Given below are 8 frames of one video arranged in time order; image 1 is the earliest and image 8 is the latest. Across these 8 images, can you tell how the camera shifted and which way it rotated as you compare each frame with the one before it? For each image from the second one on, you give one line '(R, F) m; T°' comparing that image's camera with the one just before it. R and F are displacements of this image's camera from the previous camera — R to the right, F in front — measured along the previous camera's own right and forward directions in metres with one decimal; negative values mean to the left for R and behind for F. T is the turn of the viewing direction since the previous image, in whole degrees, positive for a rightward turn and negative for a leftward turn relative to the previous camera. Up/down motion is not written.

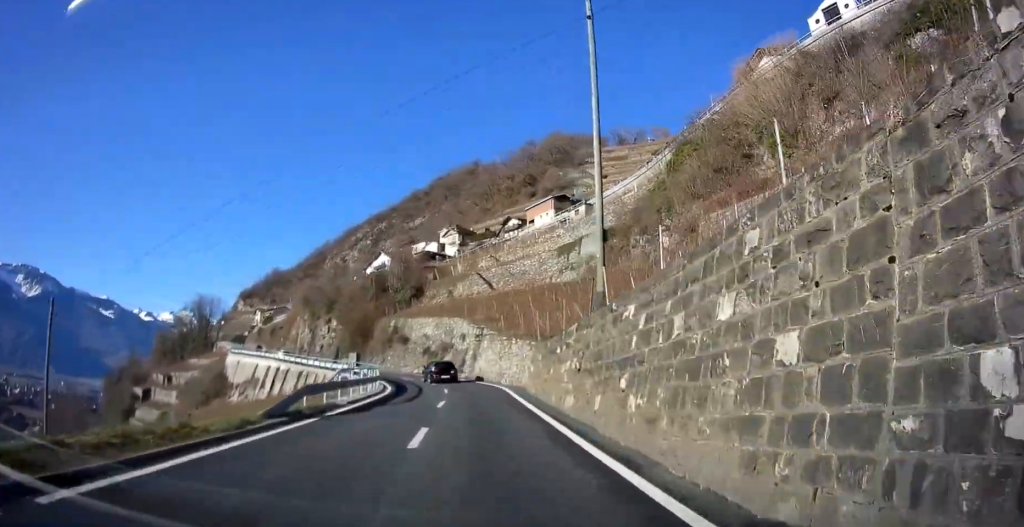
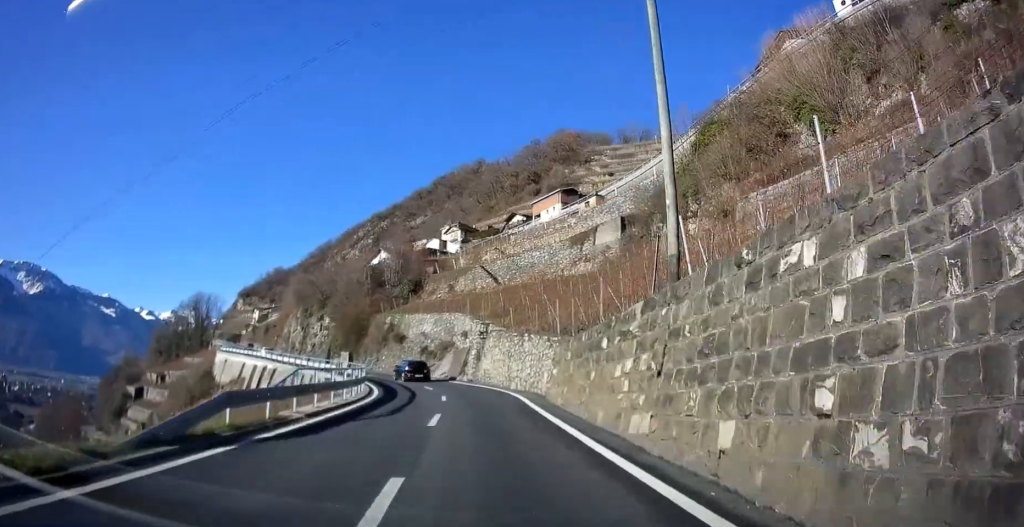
(0.0, +5.6) m; -1°
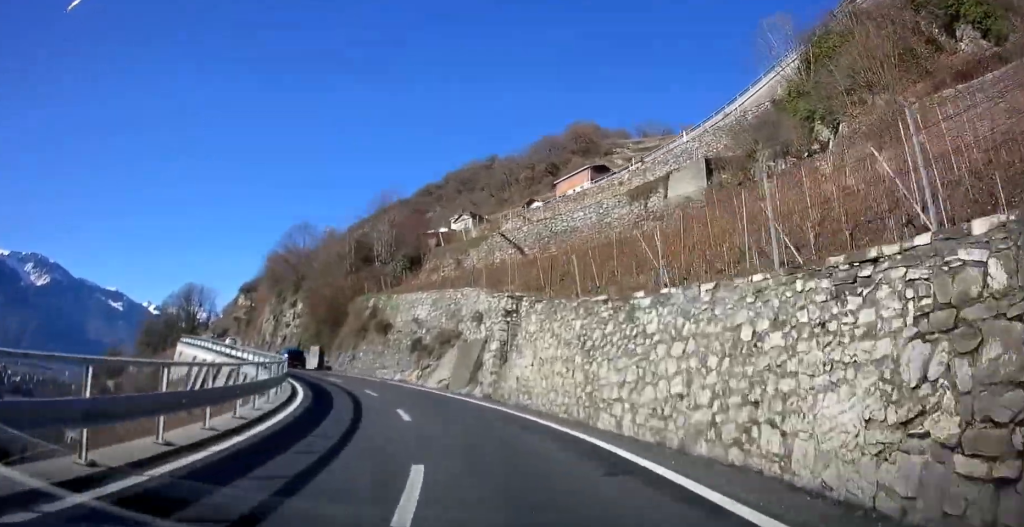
(-0.4, +16.4) m; -2°
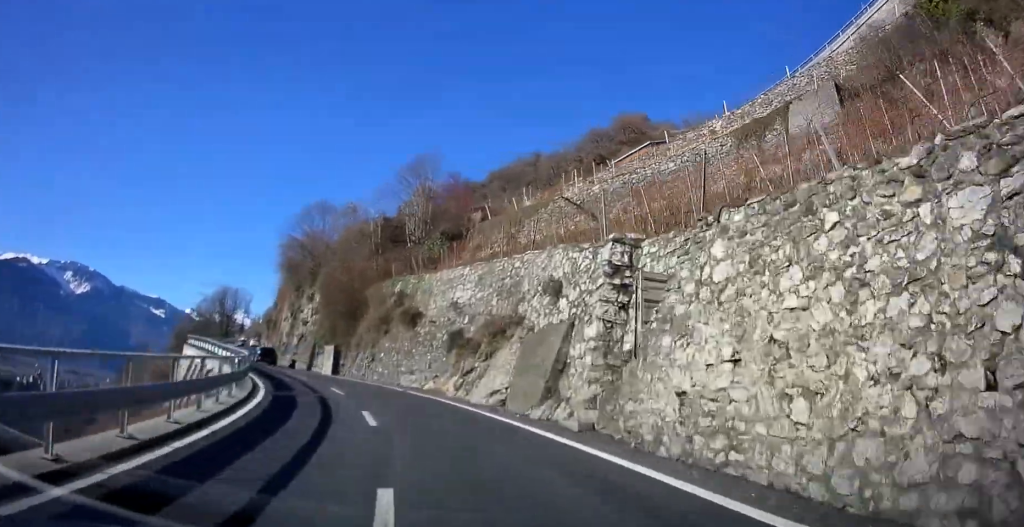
(+0.3, +10.4) m; -1°
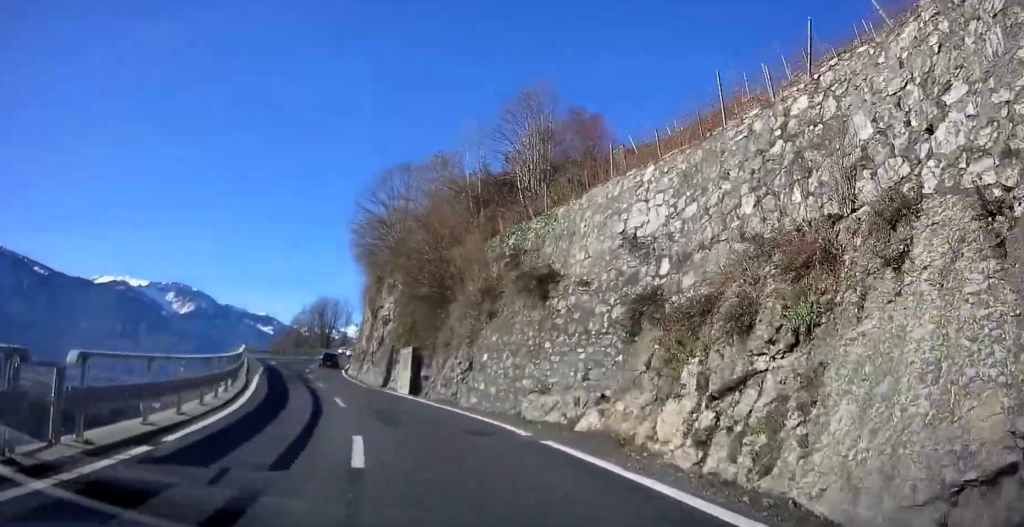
(-1.2, +13.8) m; -12°
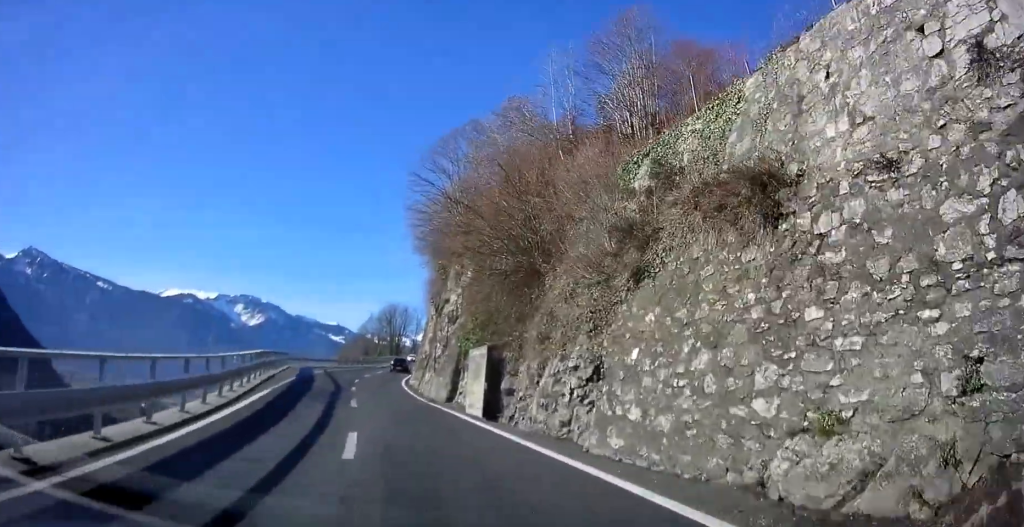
(-0.7, +8.4) m; -7°
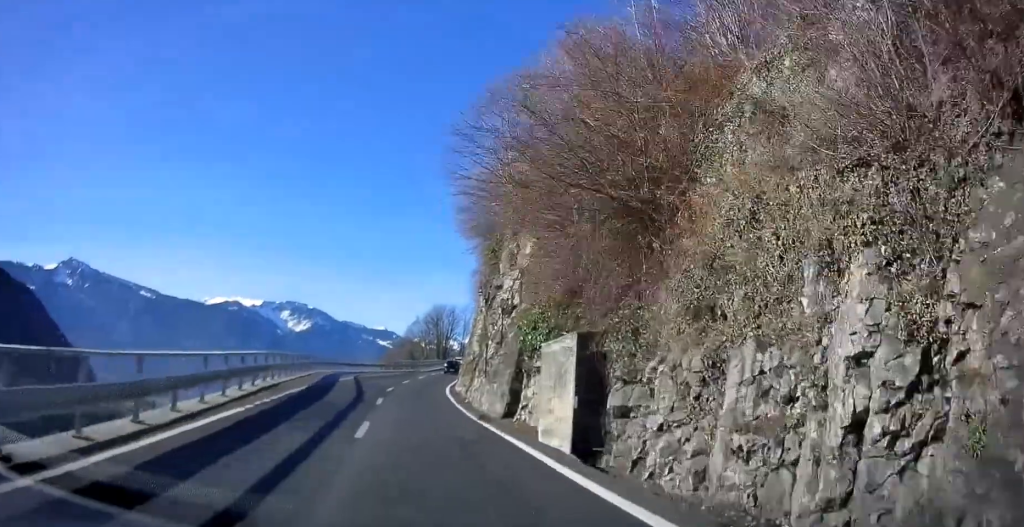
(-0.3, +6.4) m; -4°
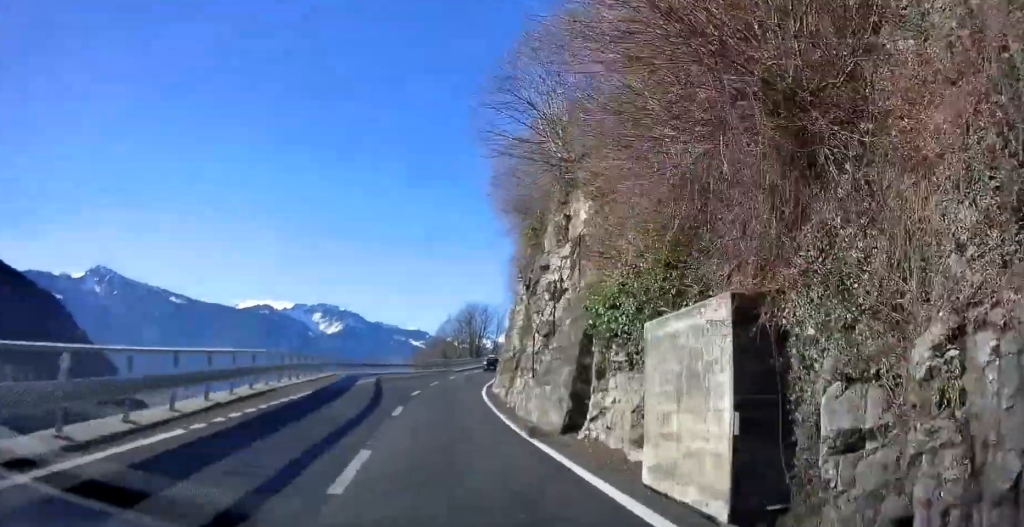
(+0.1, +4.9) m; -3°
